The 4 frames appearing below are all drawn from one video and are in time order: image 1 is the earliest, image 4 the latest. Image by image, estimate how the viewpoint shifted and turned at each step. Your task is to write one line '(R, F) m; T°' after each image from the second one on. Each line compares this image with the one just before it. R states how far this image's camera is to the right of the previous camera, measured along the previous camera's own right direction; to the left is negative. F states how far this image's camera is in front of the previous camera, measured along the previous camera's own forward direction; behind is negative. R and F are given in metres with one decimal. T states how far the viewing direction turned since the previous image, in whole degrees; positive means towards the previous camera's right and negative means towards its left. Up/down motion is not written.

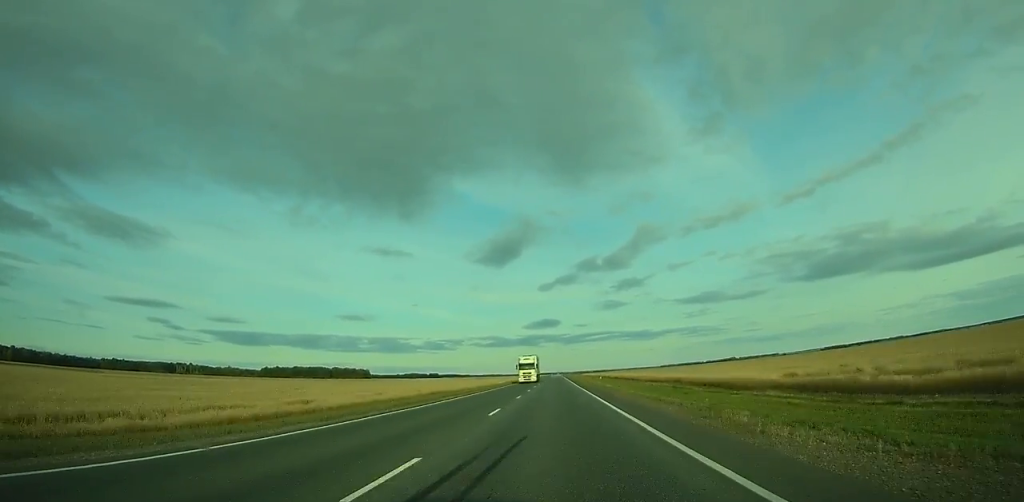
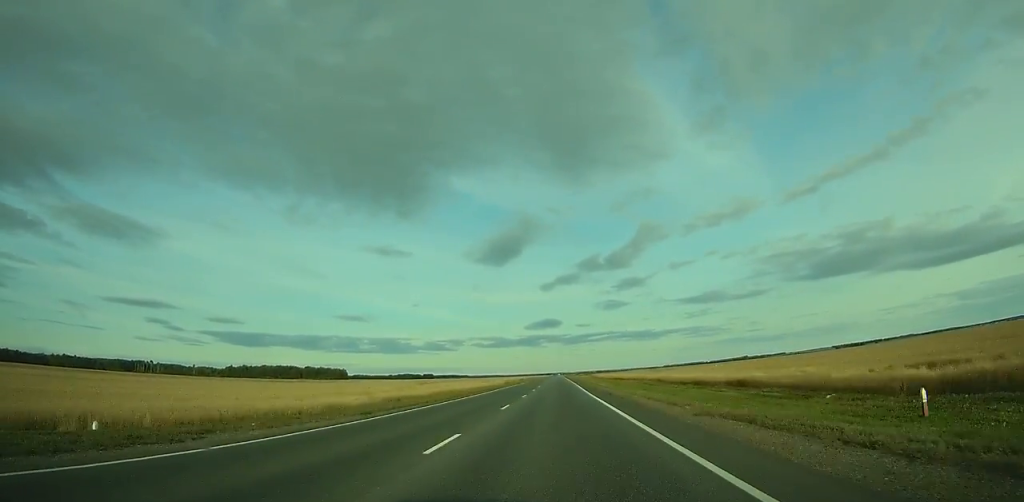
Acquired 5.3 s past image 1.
(+0.2, +161.6) m; 0°
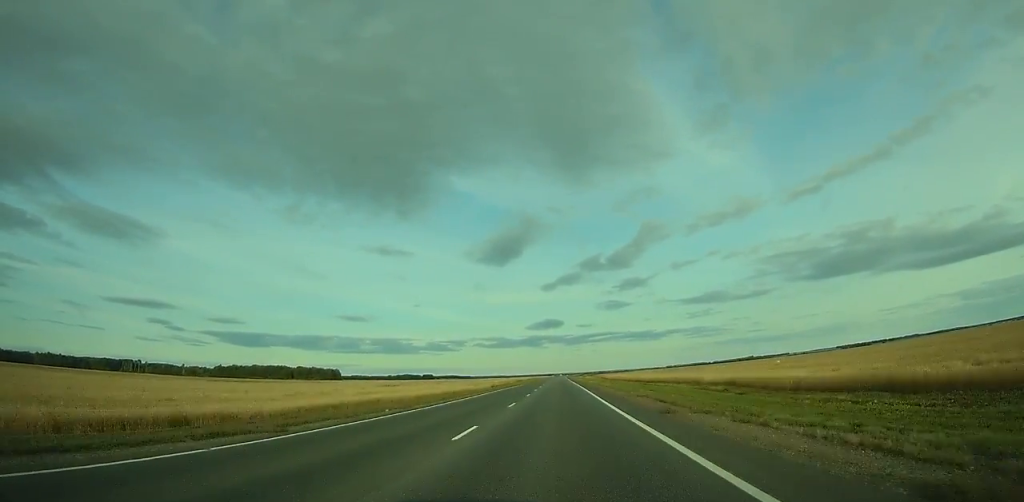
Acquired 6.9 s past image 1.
(0.0, +48.2) m; 0°
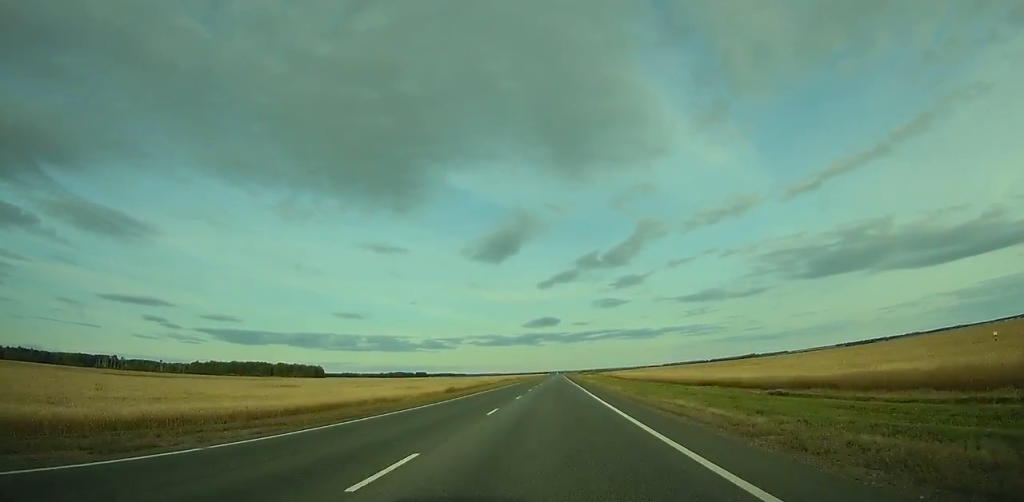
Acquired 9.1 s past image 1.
(+0.1, +66.1) m; 0°
